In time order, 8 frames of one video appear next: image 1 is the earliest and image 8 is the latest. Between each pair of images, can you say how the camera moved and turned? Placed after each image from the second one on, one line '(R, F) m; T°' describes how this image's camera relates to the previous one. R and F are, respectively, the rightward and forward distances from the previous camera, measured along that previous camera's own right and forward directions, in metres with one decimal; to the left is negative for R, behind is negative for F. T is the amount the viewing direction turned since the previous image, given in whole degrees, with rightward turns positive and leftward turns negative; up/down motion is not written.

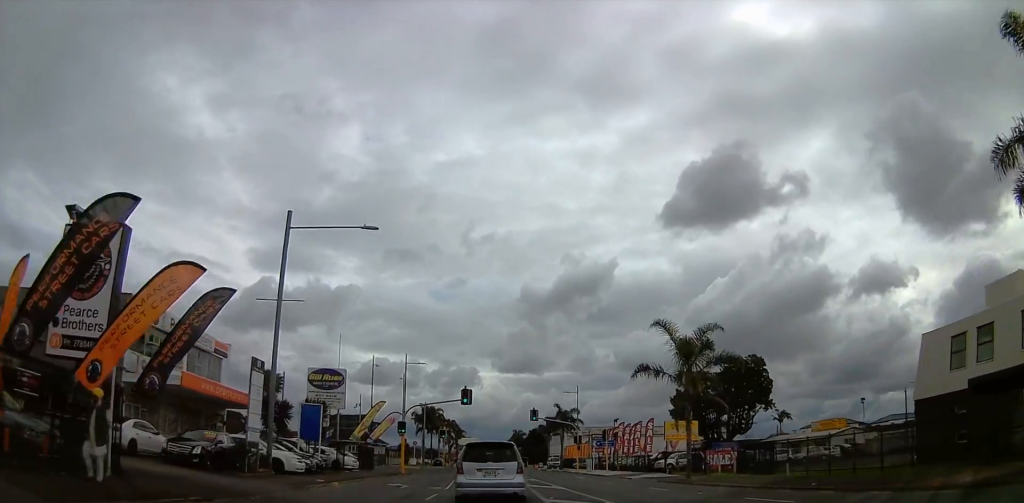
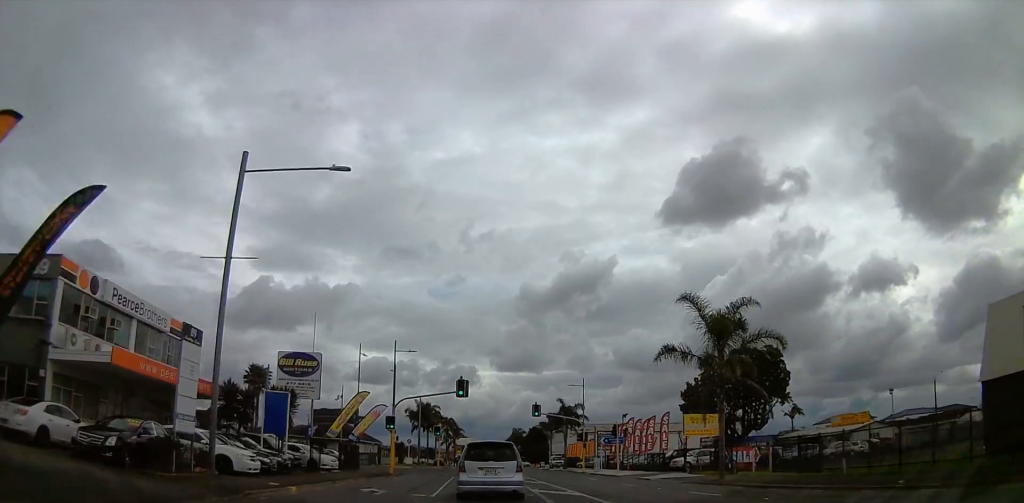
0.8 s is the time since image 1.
(+0.3, +5.6) m; 0°
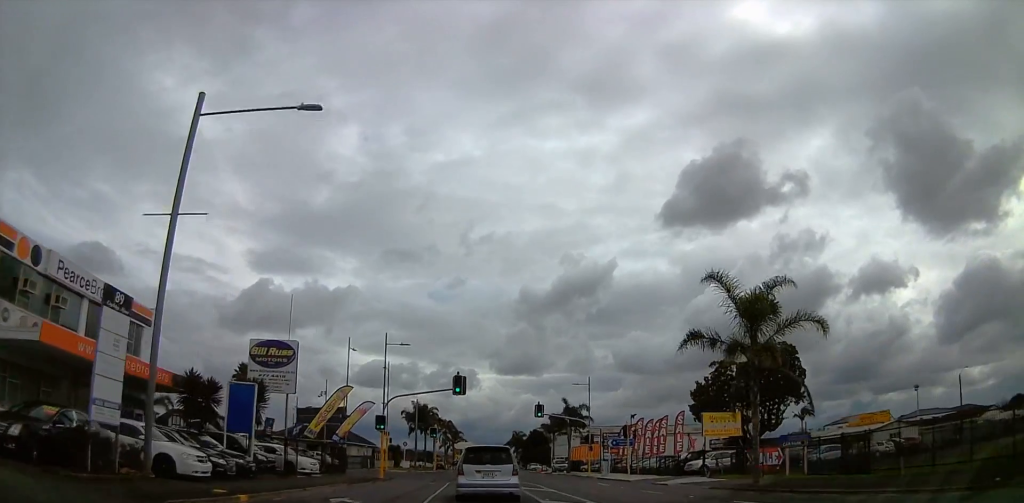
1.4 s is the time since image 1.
(+0.2, +4.3) m; -2°
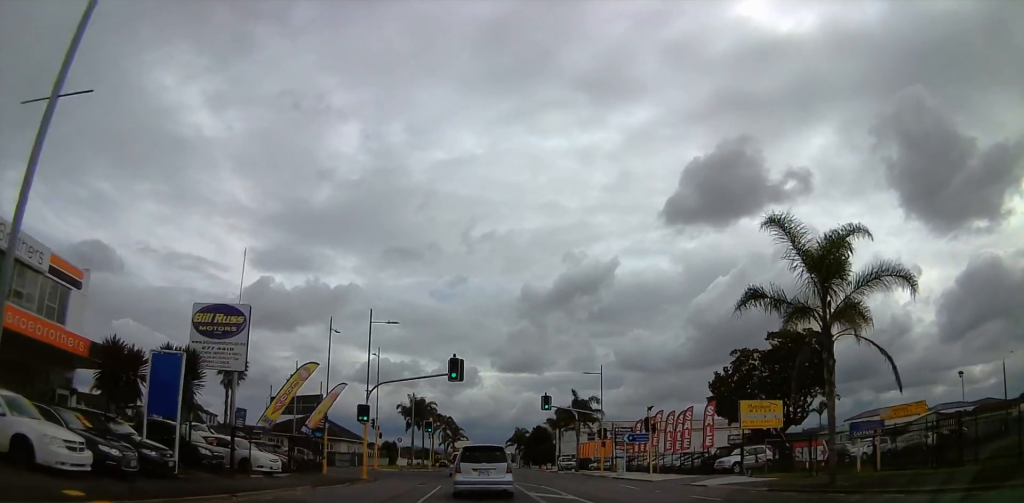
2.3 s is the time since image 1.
(-0.6, +6.8) m; -5°
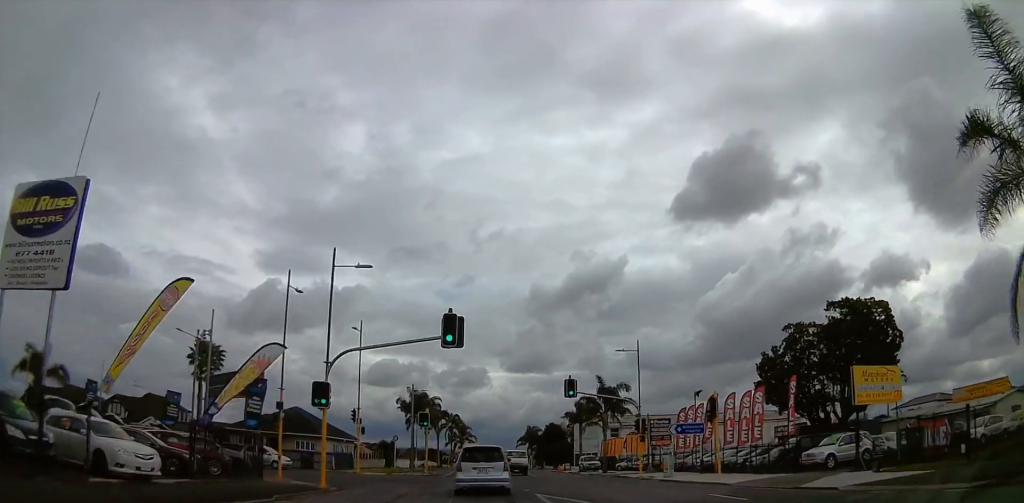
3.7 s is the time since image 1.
(+0.1, +12.0) m; 0°
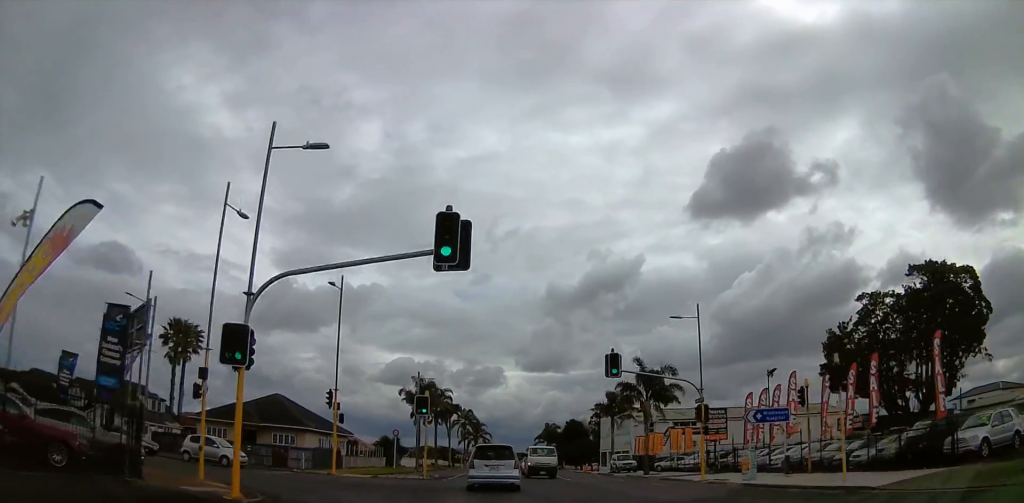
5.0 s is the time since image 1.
(-0.2, +11.0) m; -2°
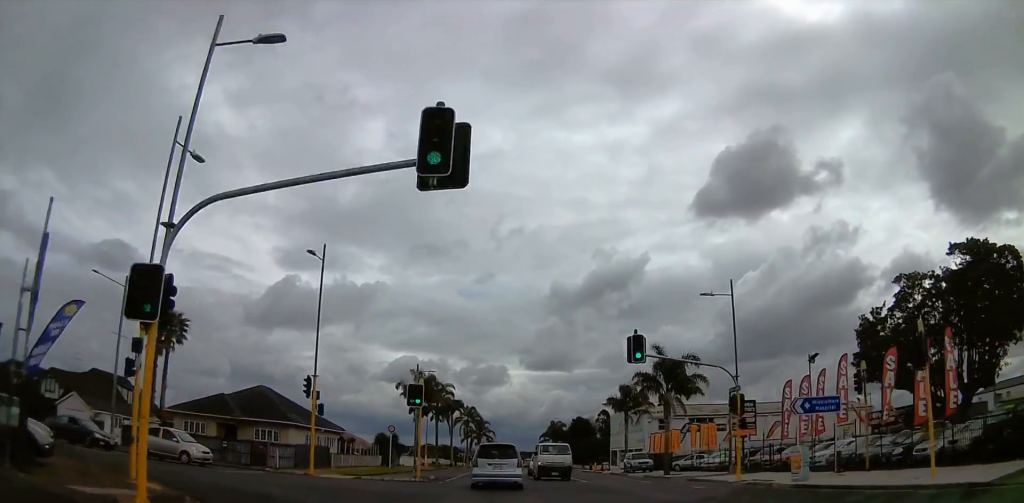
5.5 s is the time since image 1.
(0.0, +4.8) m; 0°
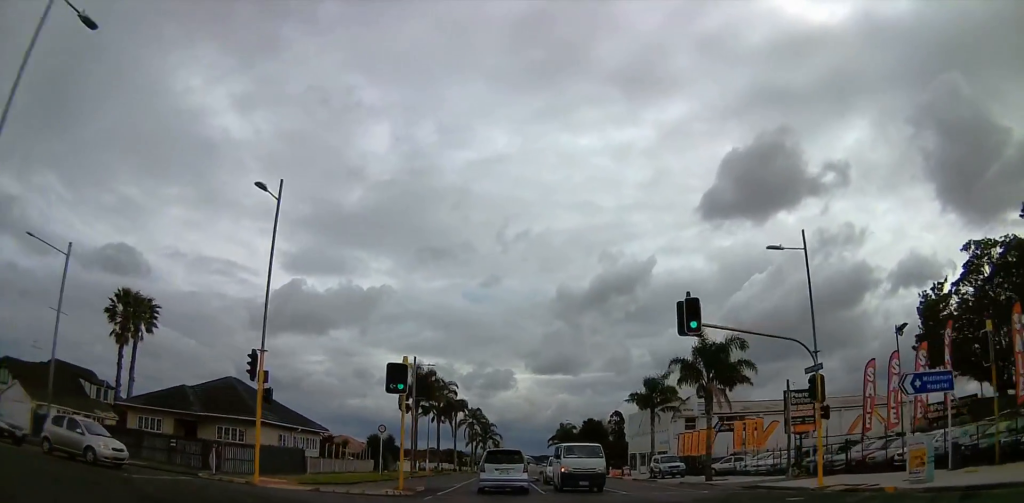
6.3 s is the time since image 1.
(0.0, +7.9) m; +3°
